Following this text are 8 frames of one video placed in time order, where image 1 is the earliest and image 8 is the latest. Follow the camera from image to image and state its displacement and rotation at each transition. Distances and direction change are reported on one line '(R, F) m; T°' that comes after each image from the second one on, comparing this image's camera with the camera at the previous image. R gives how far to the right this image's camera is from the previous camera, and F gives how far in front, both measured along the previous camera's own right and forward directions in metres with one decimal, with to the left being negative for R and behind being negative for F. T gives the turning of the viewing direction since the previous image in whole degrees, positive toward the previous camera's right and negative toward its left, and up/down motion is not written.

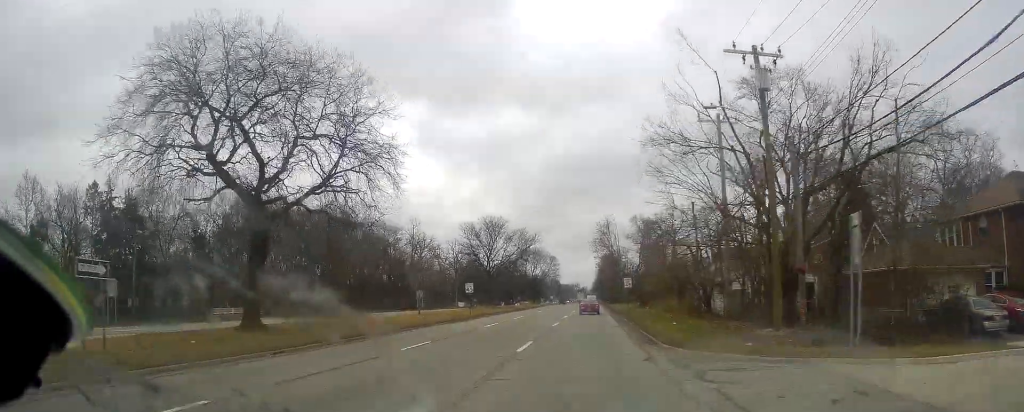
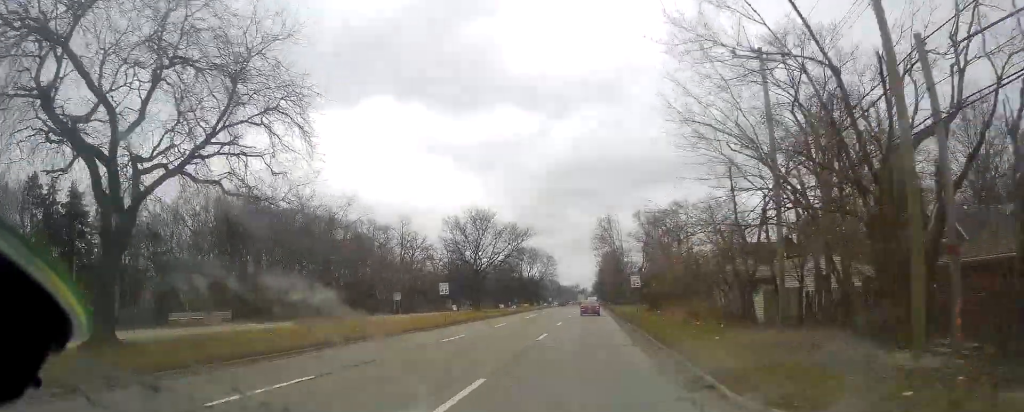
(+0.1, +9.5) m; +1°
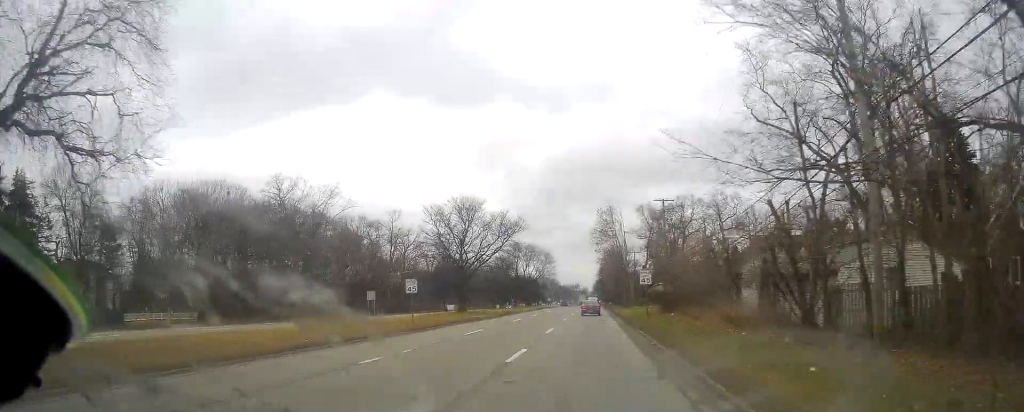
(0.0, +8.4) m; 0°
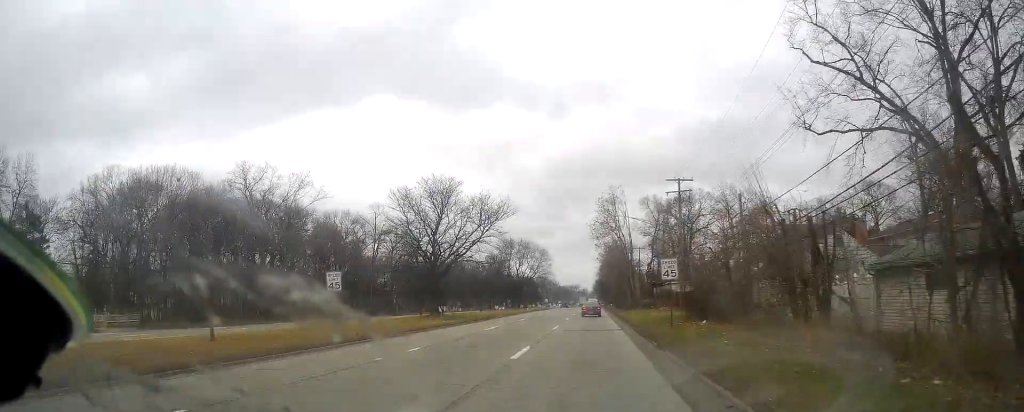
(0.0, +11.6) m; 0°
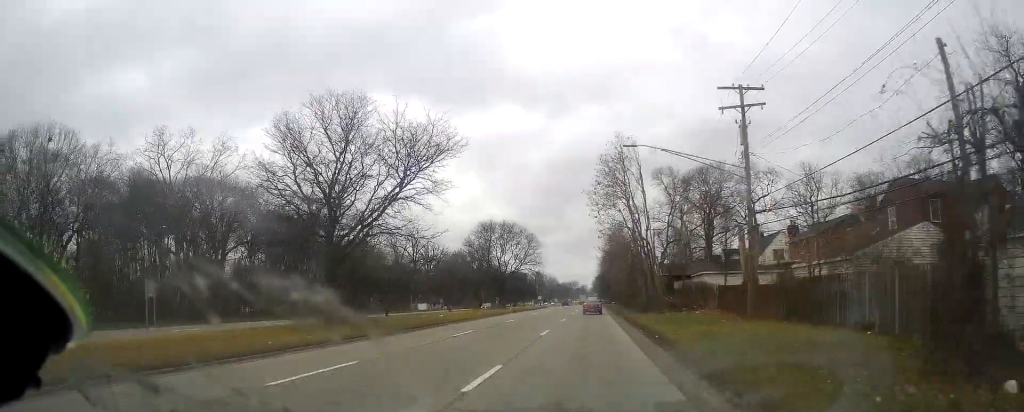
(-0.2, +22.3) m; -2°
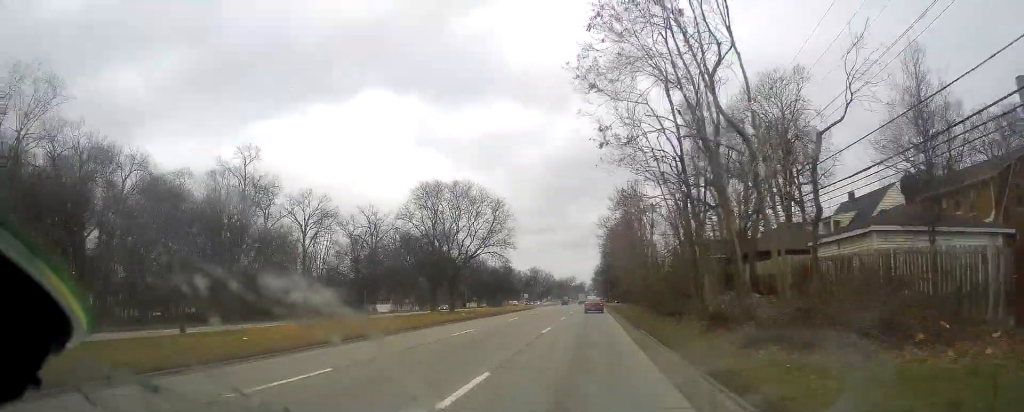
(-0.1, +31.9) m; +2°
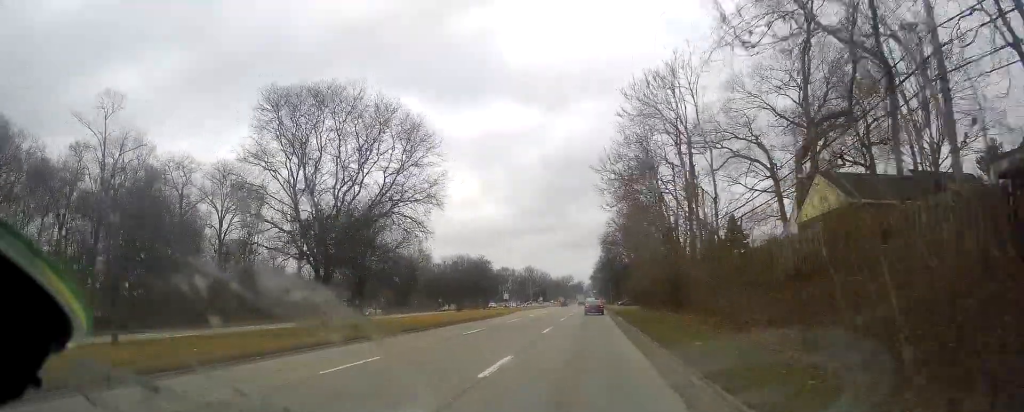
(0.0, +30.2) m; -2°
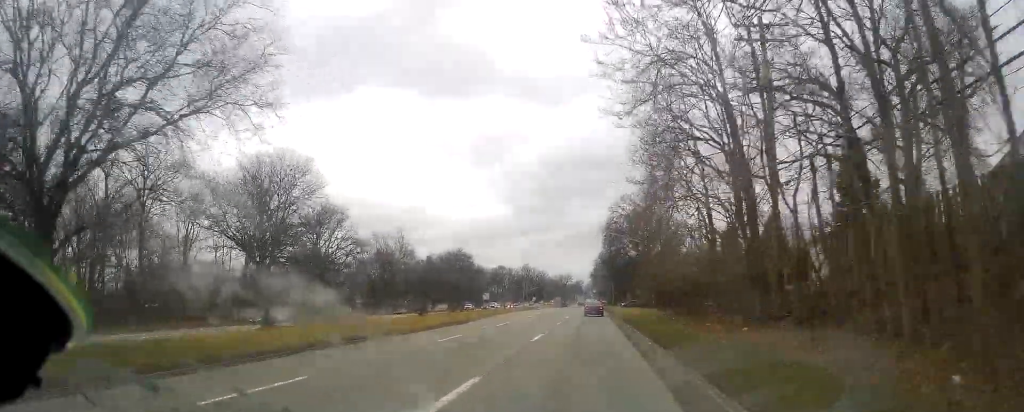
(-0.5, +19.9) m; 0°
